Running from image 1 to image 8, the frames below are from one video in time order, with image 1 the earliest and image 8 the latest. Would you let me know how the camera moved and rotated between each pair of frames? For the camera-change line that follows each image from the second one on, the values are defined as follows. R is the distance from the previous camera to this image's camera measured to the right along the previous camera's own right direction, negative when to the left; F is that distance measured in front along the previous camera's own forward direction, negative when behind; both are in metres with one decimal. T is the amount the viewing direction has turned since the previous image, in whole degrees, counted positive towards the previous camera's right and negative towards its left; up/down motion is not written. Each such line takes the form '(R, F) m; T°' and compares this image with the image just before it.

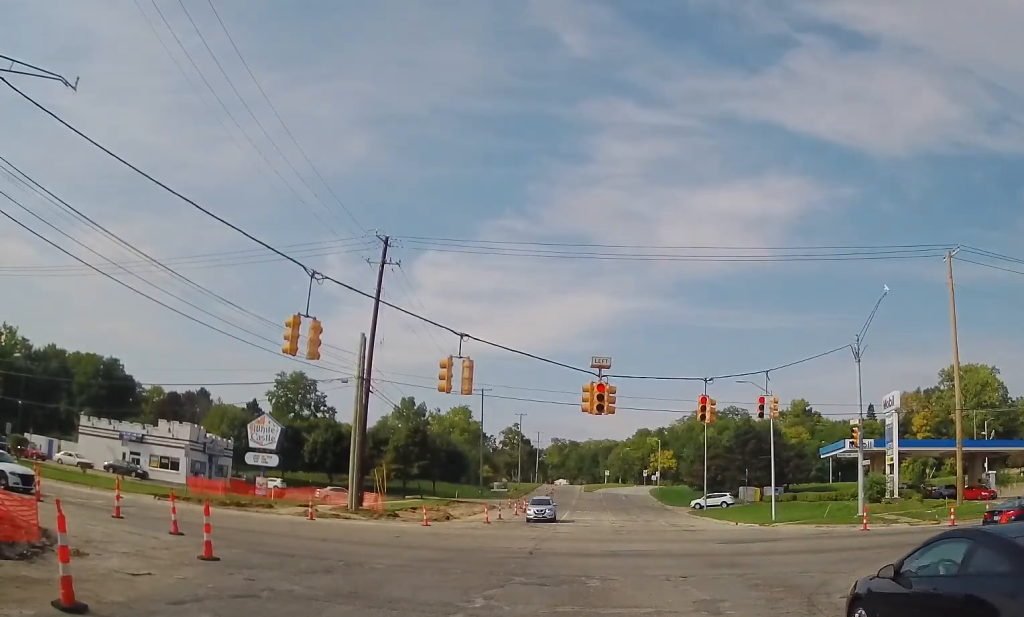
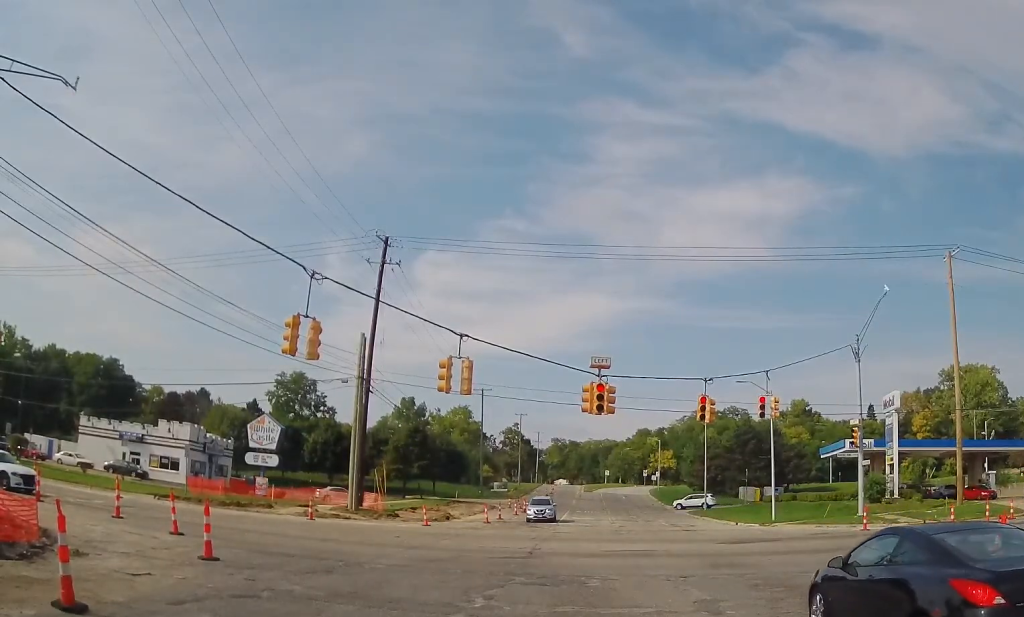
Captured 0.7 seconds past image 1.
(0.0, 0.0) m; 0°
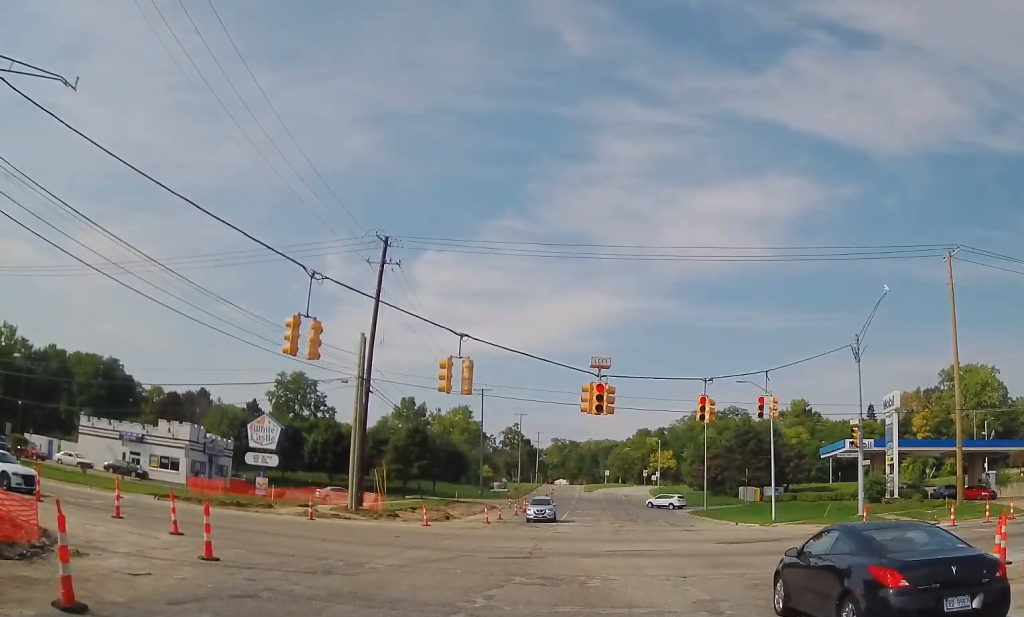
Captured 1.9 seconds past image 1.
(0.0, 0.0) m; 0°
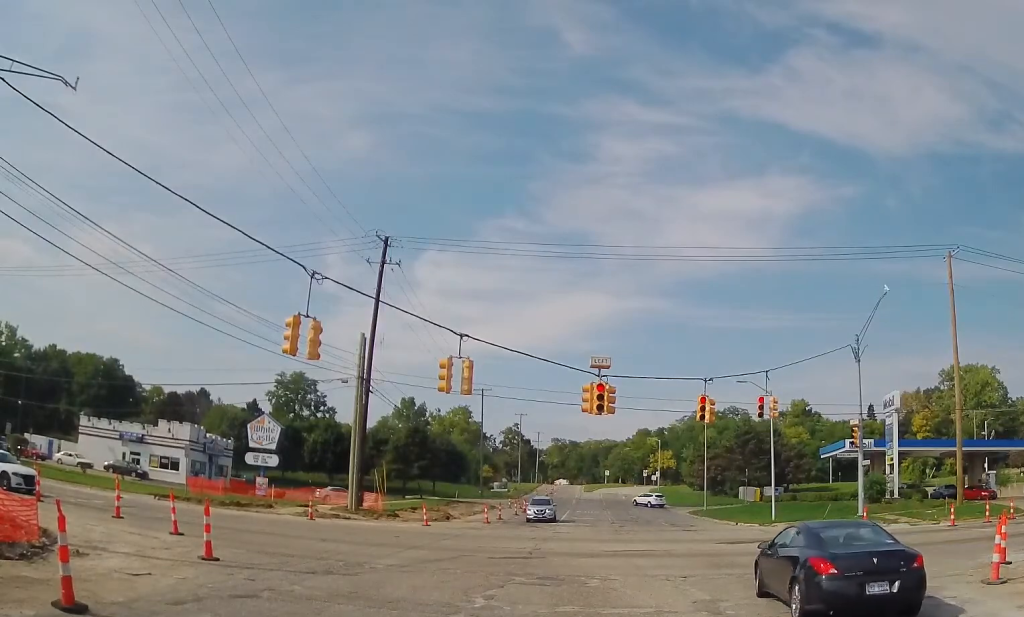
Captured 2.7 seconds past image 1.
(0.0, 0.0) m; 0°
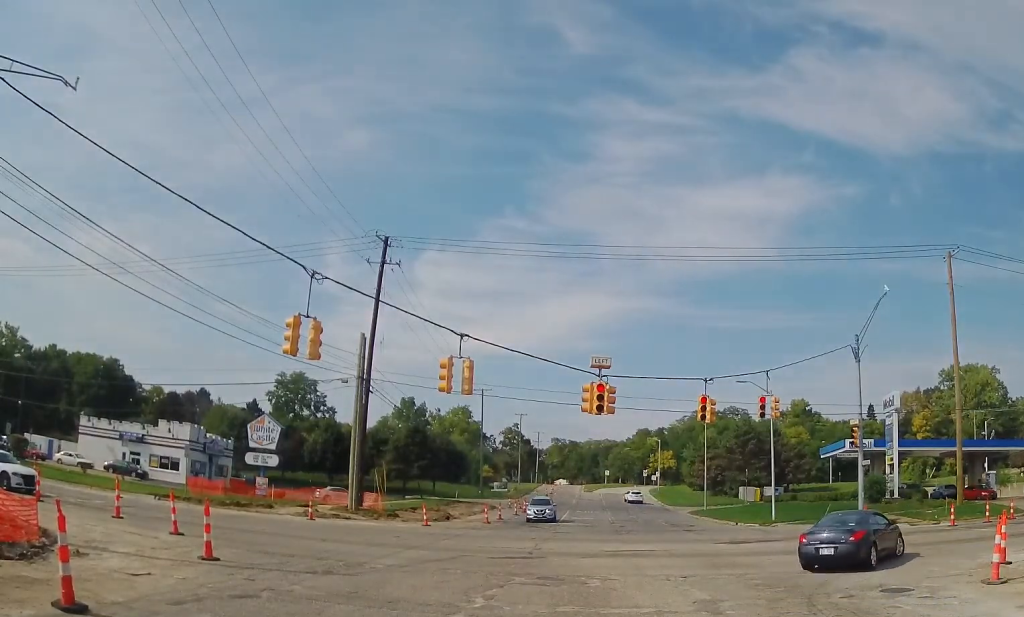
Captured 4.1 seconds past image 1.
(0.0, 0.0) m; 0°
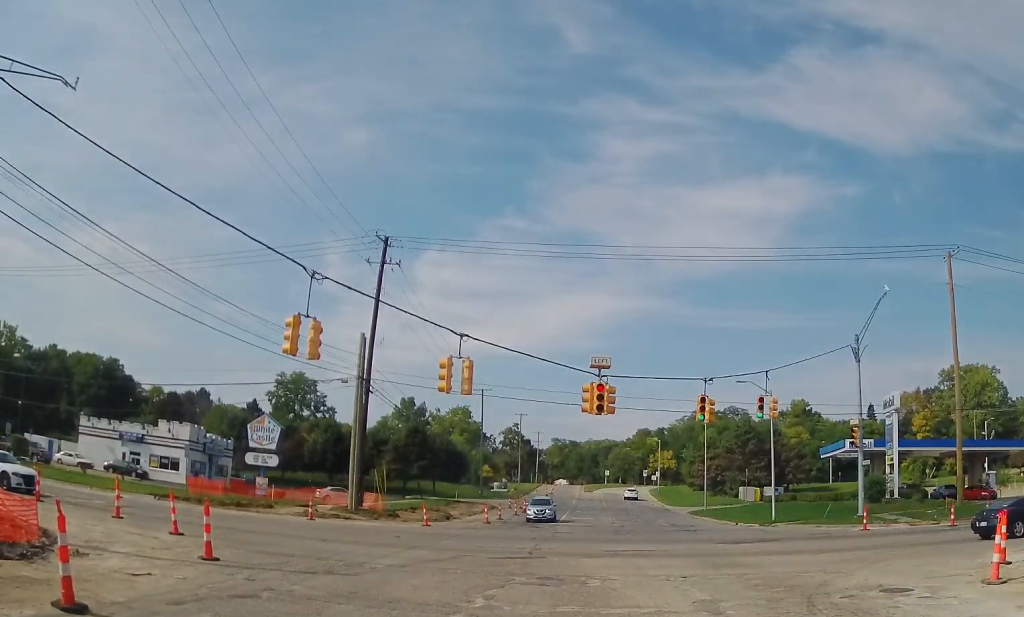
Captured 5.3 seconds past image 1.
(0.0, 0.0) m; 0°
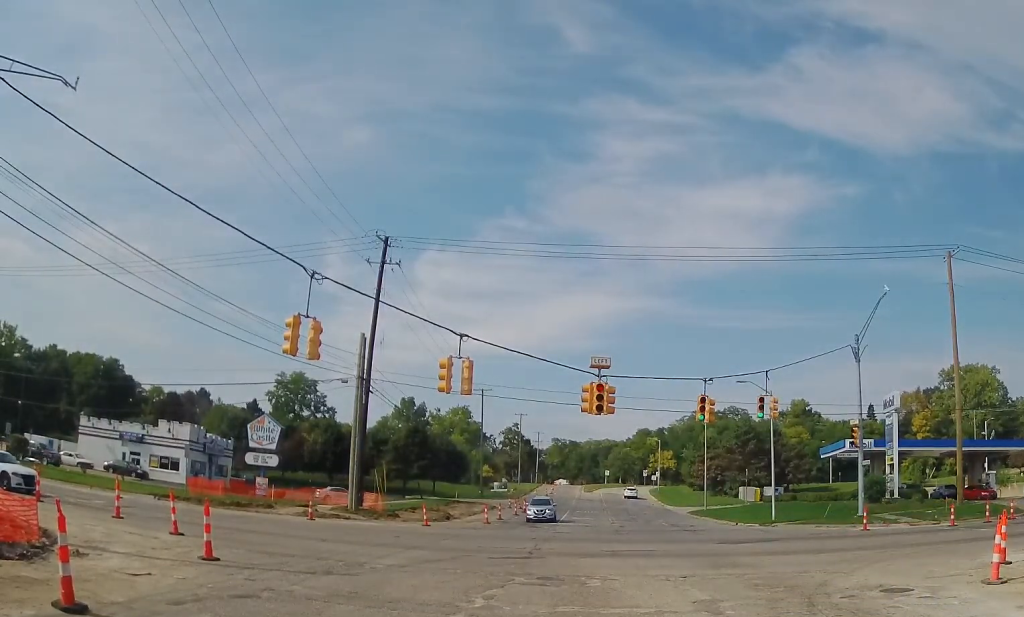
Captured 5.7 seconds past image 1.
(0.0, 0.0) m; 0°
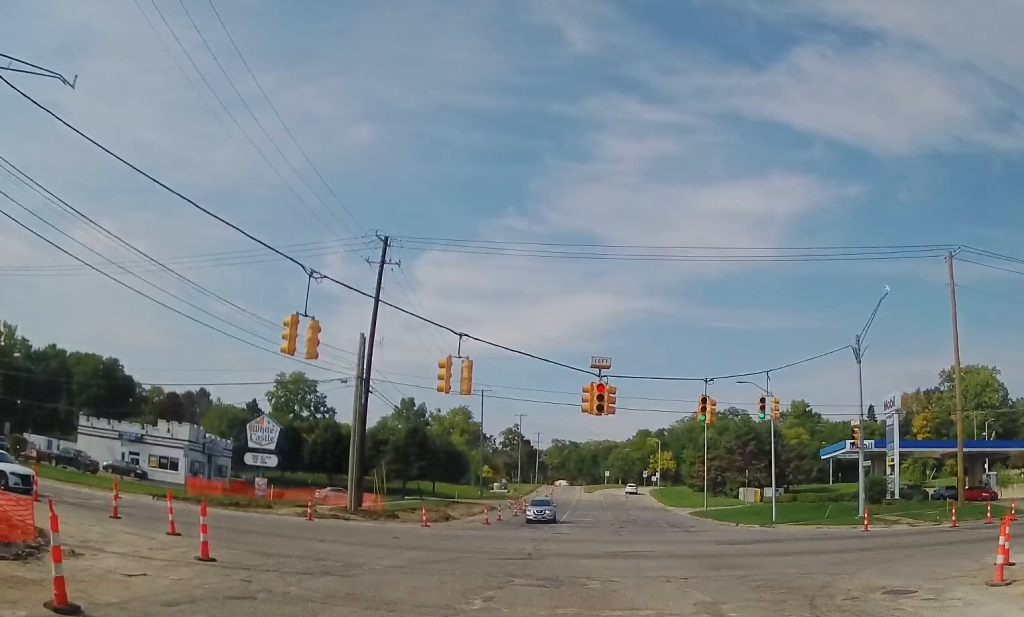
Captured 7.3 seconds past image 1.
(0.0, 0.0) m; 0°
